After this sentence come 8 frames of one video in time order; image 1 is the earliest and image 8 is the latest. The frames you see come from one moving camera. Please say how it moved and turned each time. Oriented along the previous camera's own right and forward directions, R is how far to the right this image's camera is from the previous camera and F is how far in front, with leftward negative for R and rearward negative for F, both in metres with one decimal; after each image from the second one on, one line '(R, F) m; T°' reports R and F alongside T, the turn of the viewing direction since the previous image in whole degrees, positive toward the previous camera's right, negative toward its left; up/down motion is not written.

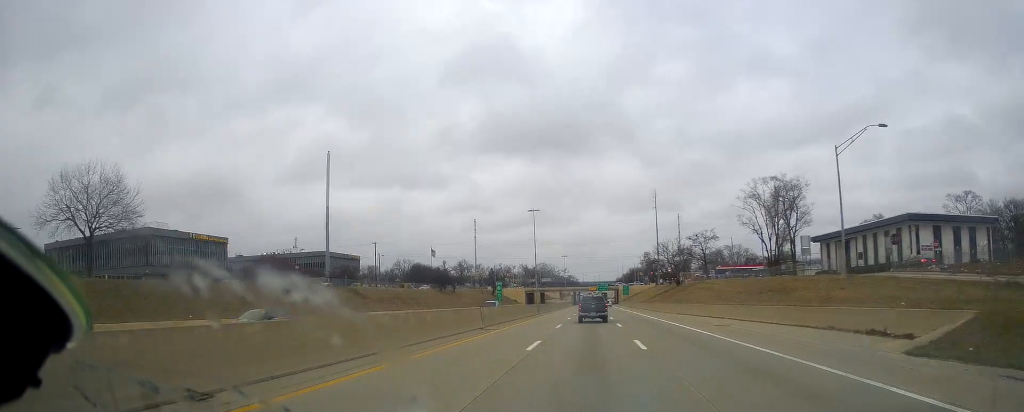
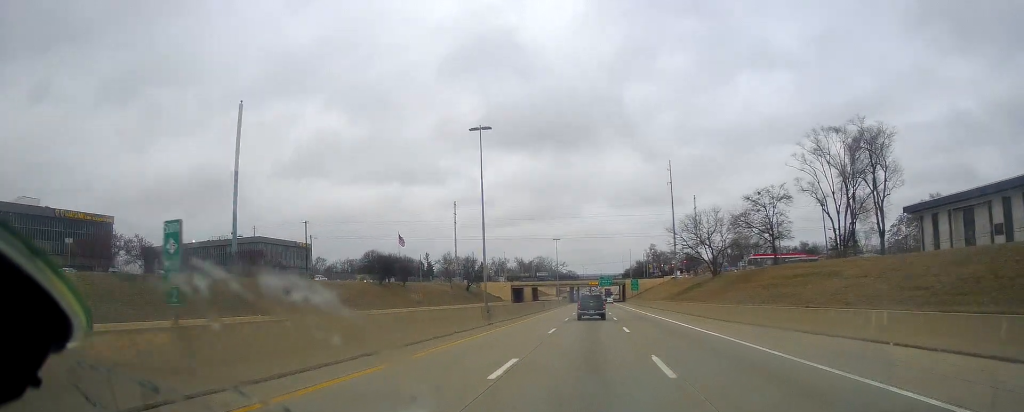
(-0.6, +37.7) m; 0°
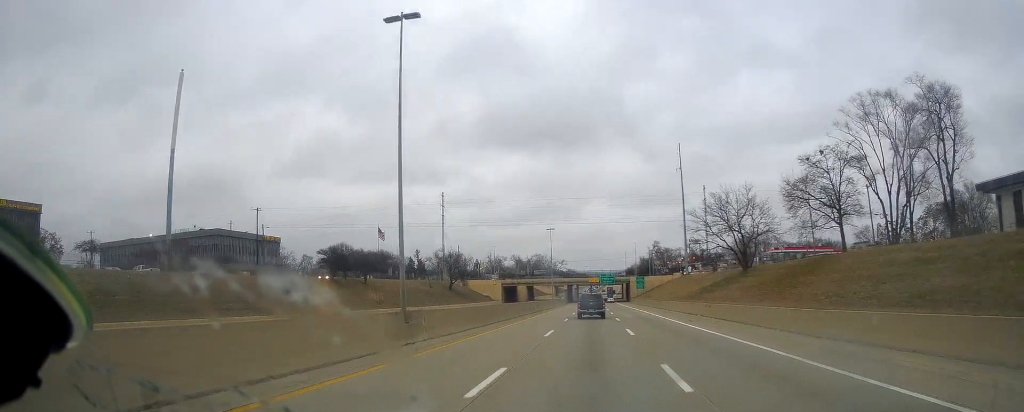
(+0.4, +17.9) m; 0°
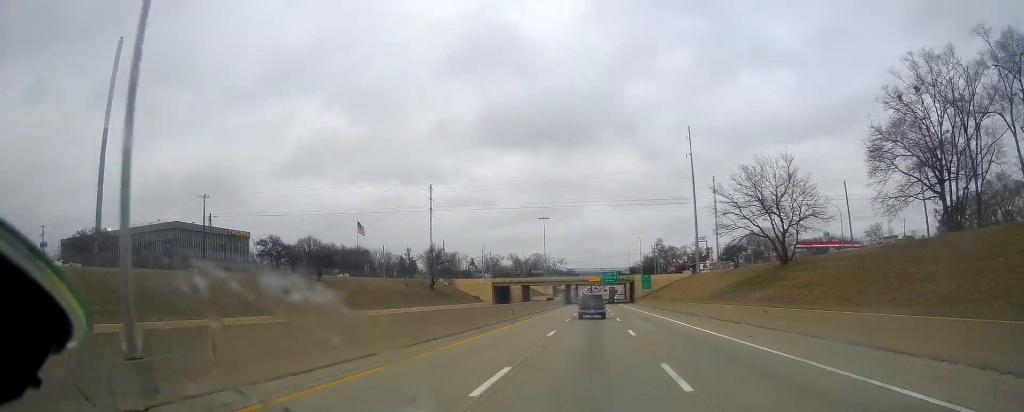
(+0.4, +14.9) m; 0°
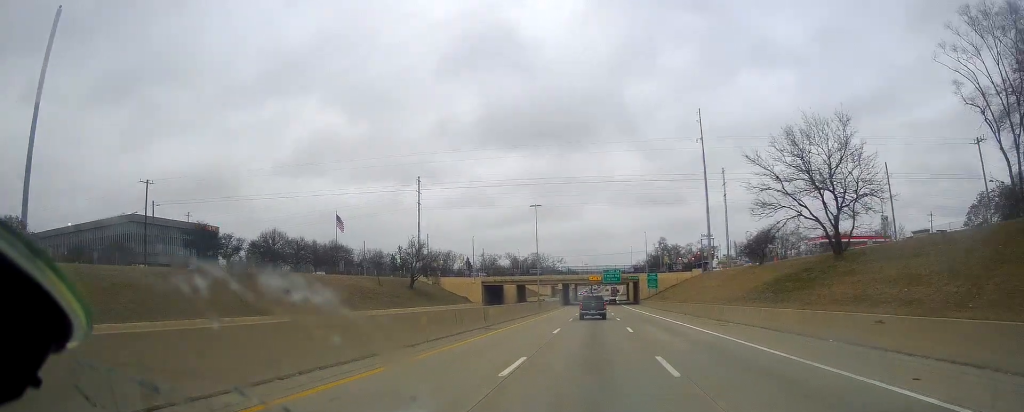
(-0.3, +13.0) m; 0°
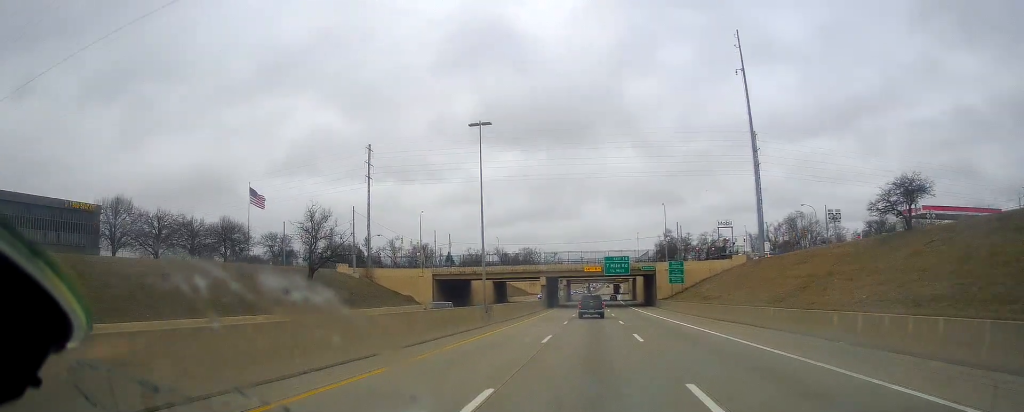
(-0.2, +36.1) m; +1°
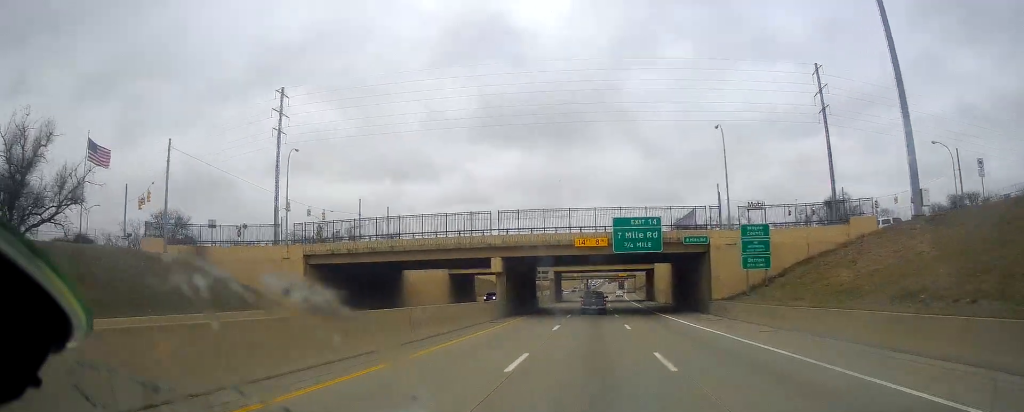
(+0.6, +39.4) m; 0°
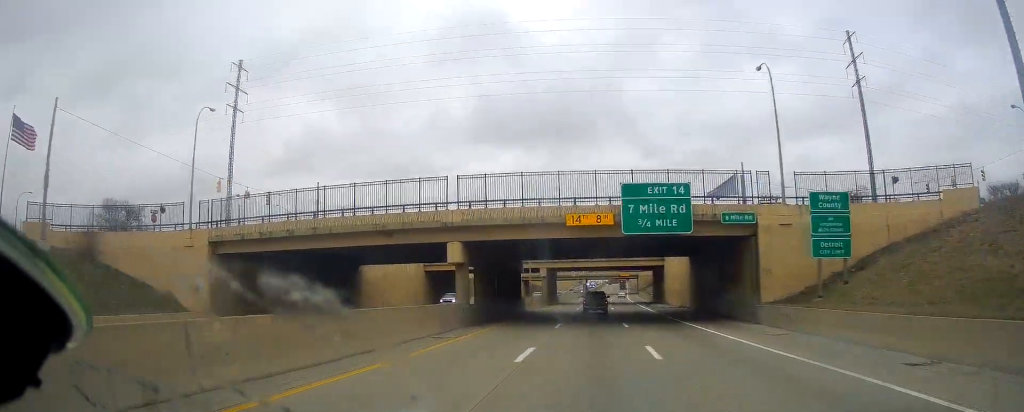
(-0.3, +13.4) m; 0°
